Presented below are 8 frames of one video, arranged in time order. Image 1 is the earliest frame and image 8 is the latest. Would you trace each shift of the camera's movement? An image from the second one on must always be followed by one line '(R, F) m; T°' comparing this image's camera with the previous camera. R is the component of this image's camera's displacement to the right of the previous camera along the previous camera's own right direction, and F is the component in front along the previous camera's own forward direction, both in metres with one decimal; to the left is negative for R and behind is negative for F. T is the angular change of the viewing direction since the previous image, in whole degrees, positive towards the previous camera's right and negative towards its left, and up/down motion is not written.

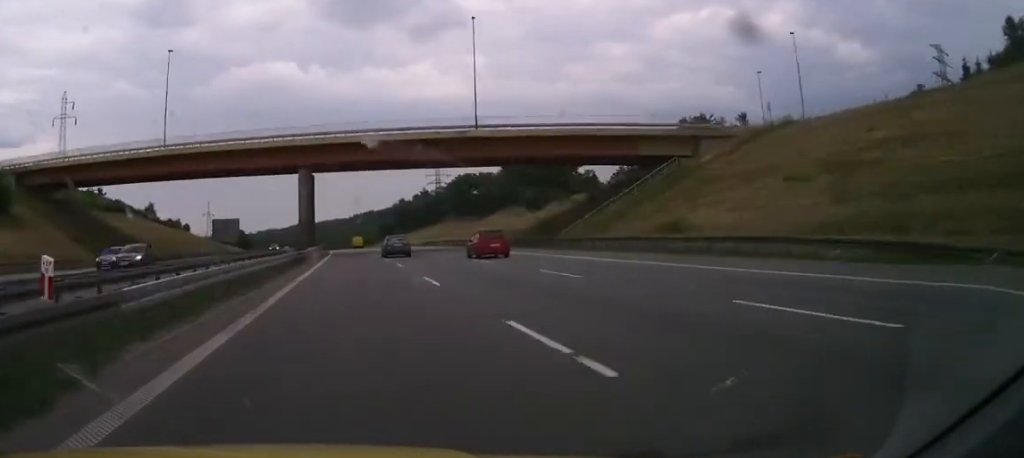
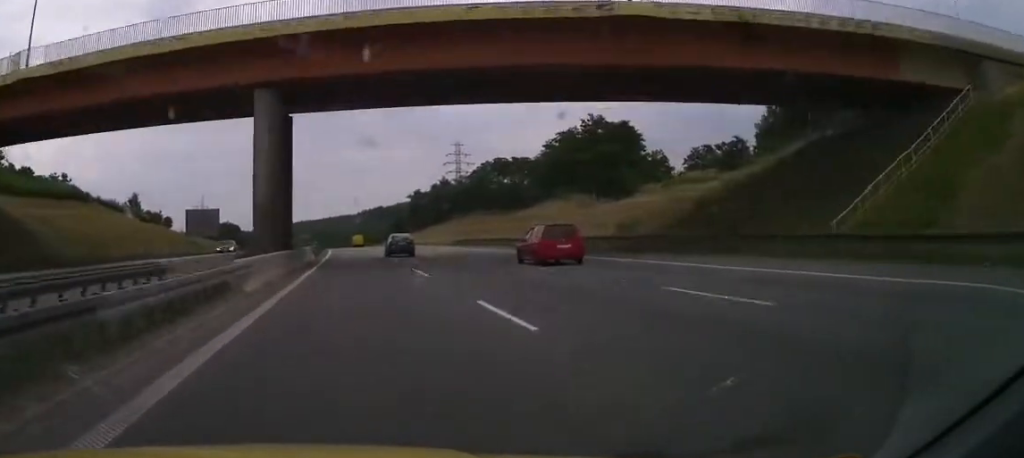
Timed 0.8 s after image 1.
(-0.5, +32.5) m; -1°
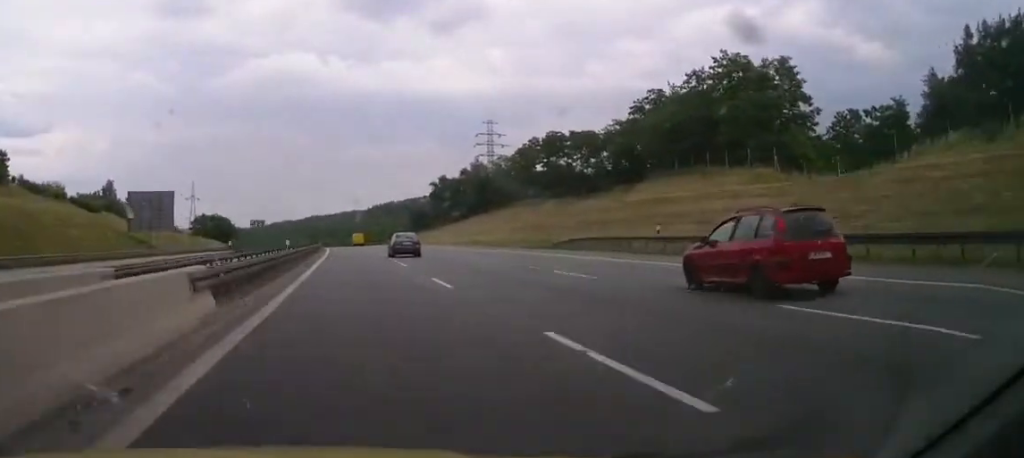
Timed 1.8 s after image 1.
(-0.5, +39.5) m; -1°
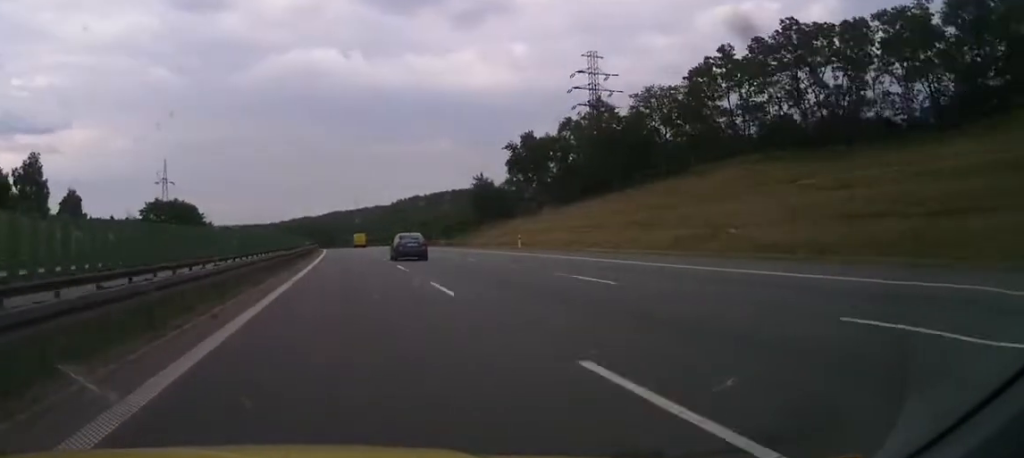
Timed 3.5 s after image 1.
(+0.1, +72.3) m; 0°
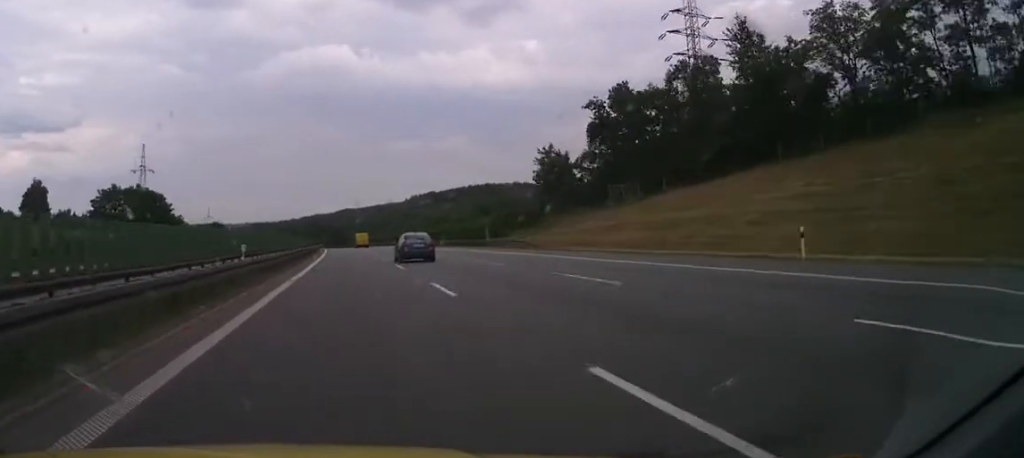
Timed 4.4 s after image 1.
(0.0, +35.4) m; 0°
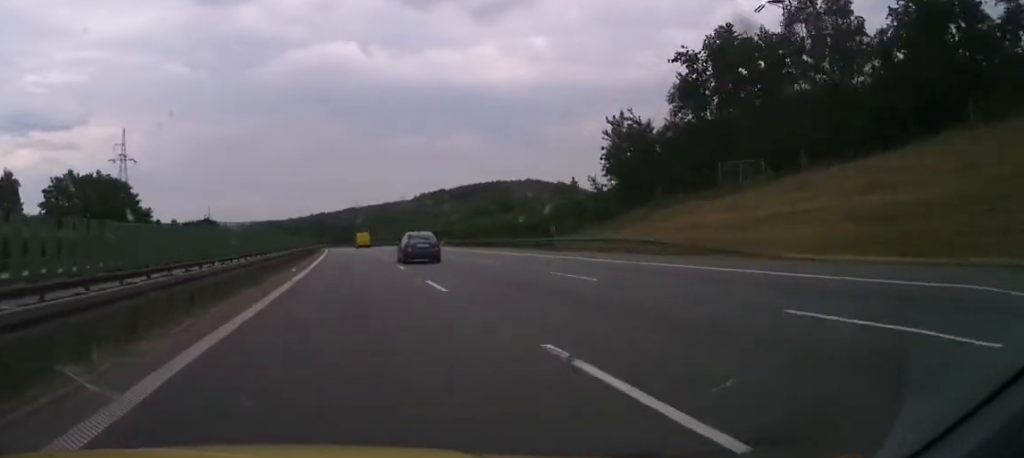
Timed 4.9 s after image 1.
(+0.1, +21.9) m; -1°
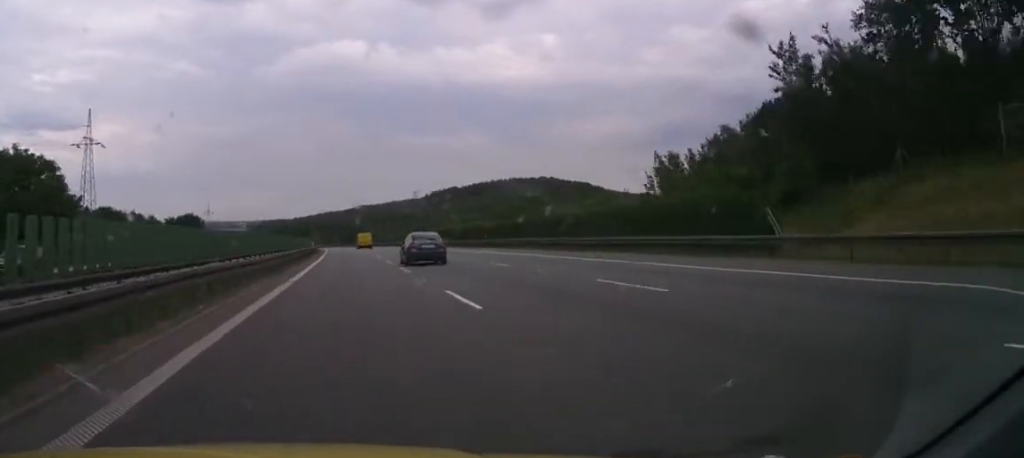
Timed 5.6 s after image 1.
(-0.3, +27.4) m; -1°
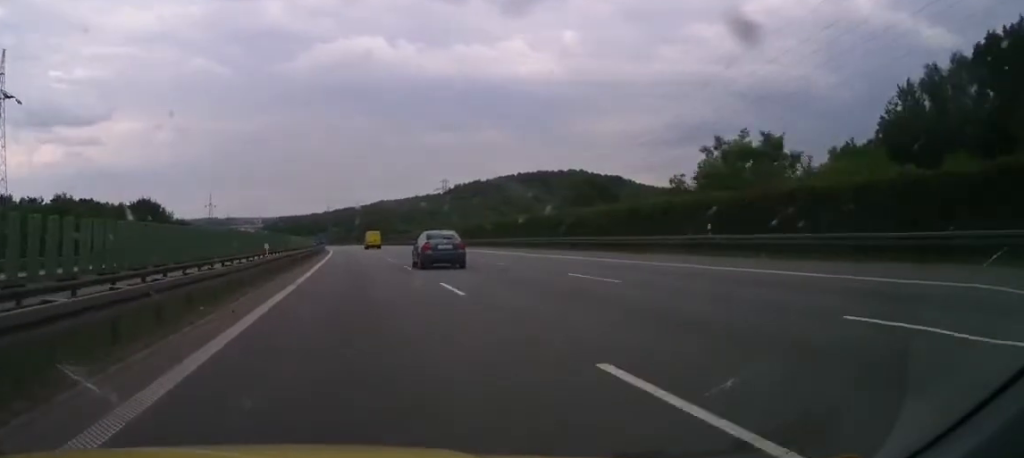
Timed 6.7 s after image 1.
(-1.0, +44.1) m; -1°
